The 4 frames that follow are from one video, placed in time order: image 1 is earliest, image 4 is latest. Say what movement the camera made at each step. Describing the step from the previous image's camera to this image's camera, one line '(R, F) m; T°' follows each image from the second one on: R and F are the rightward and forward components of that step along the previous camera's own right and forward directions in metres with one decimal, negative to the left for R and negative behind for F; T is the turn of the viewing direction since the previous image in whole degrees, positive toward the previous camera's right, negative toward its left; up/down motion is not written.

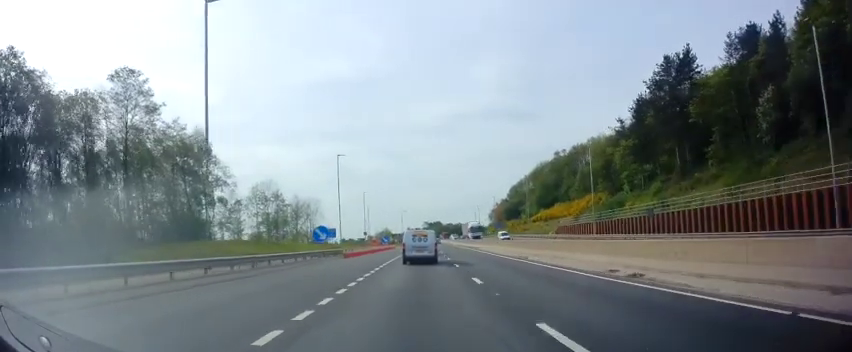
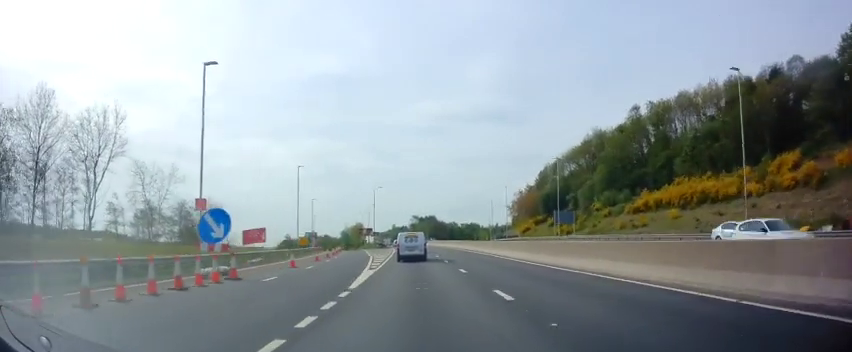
(+1.1, +74.3) m; +1°
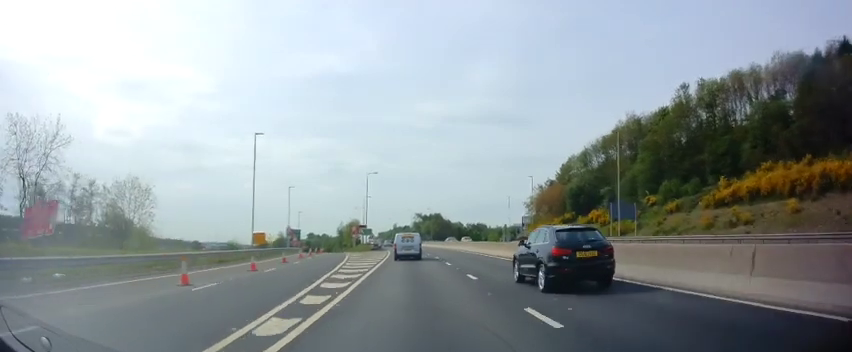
(-0.2, +20.7) m; -1°
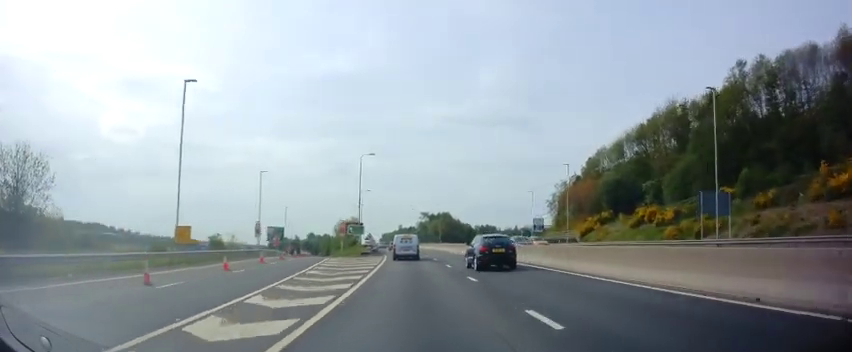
(0.0, +17.5) m; -1°
